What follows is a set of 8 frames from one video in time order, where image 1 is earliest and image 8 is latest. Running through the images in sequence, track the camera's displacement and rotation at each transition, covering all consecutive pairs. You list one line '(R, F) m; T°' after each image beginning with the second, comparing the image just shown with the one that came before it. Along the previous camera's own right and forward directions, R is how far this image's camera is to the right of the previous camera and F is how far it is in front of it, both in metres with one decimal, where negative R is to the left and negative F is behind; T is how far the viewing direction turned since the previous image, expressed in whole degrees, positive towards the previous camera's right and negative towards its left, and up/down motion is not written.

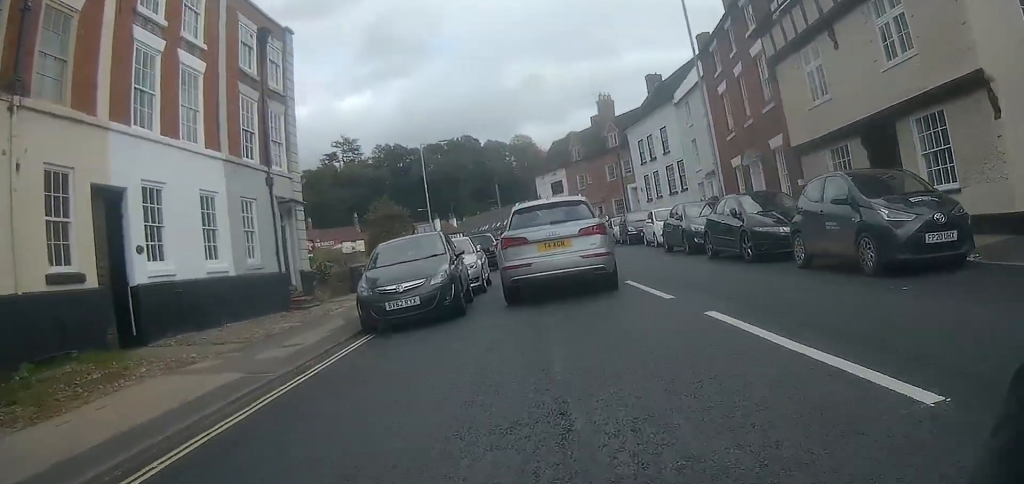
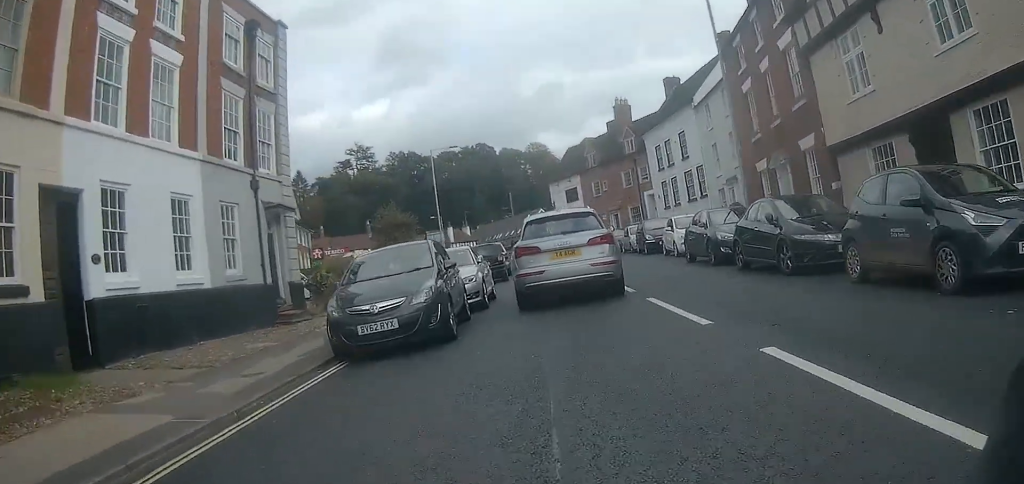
(0.0, +1.5) m; -3°
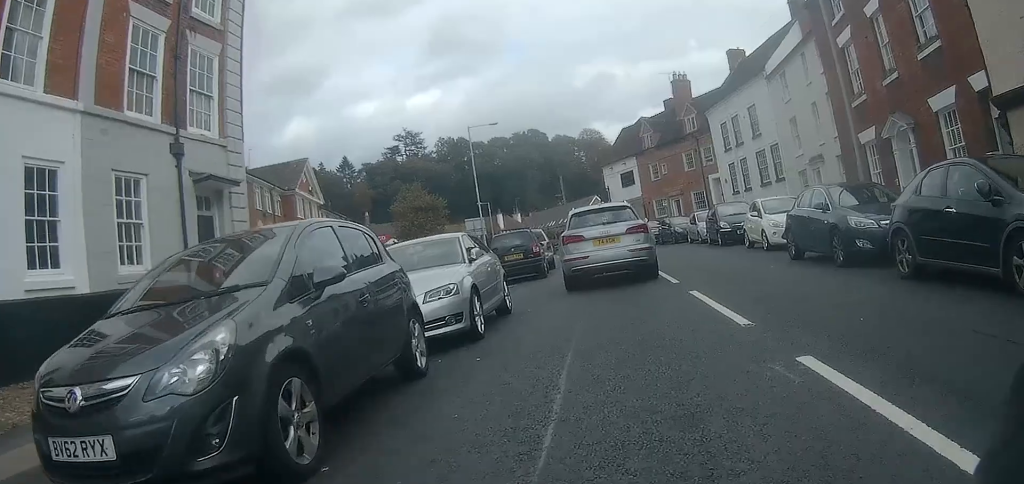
(-0.2, +5.2) m; -1°
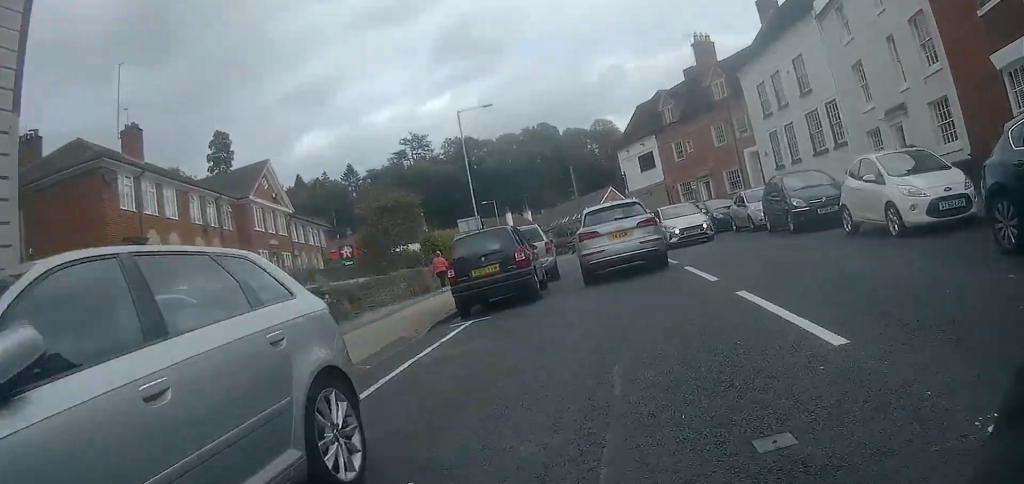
(+0.2, +7.1) m; +1°
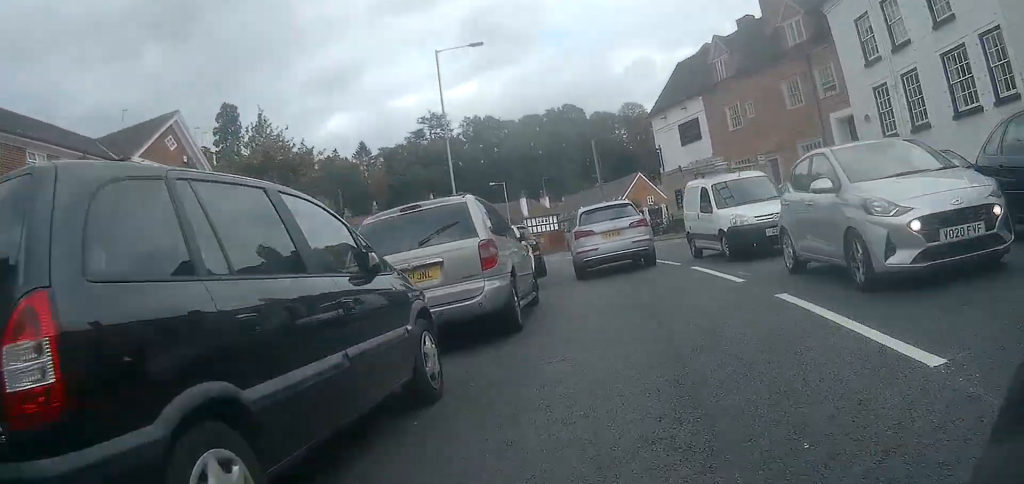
(-0.6, +10.9) m; -7°
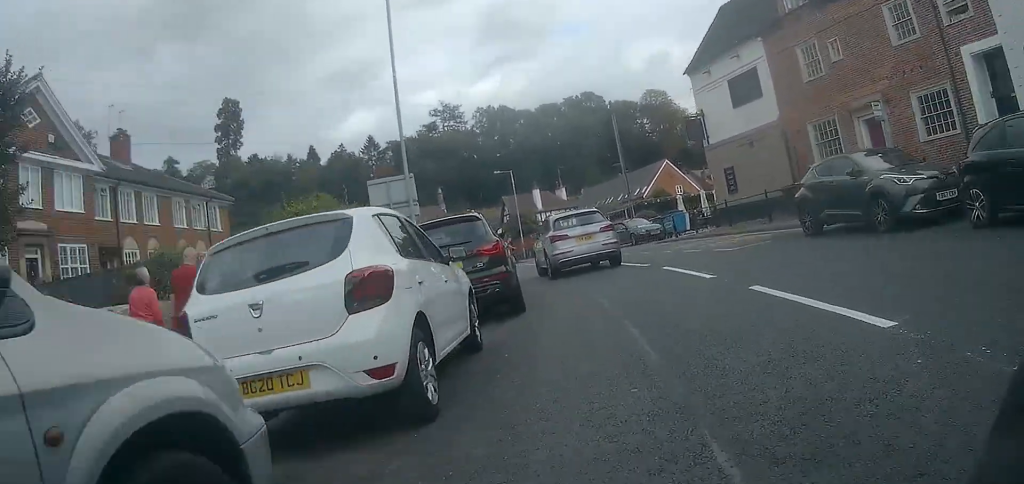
(-0.1, +9.1) m; -1°
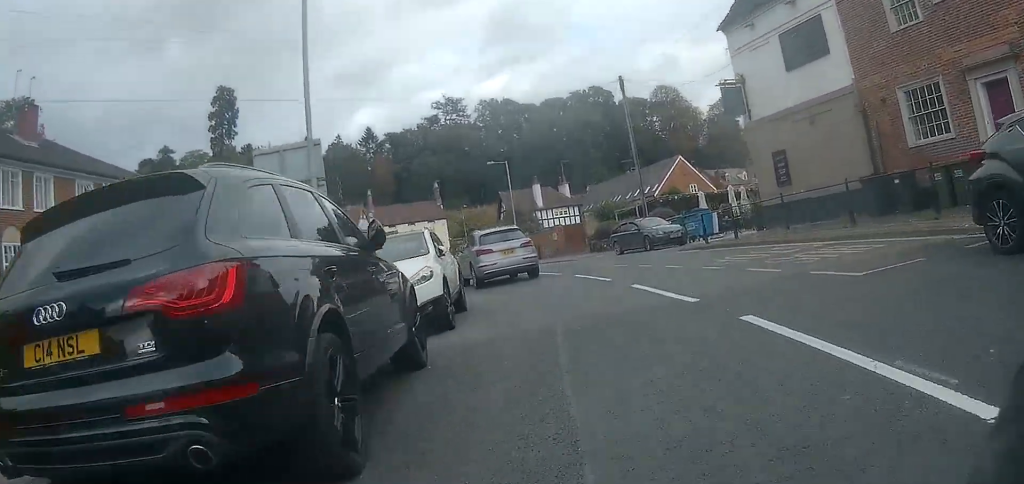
(0.0, +6.8) m; -2°
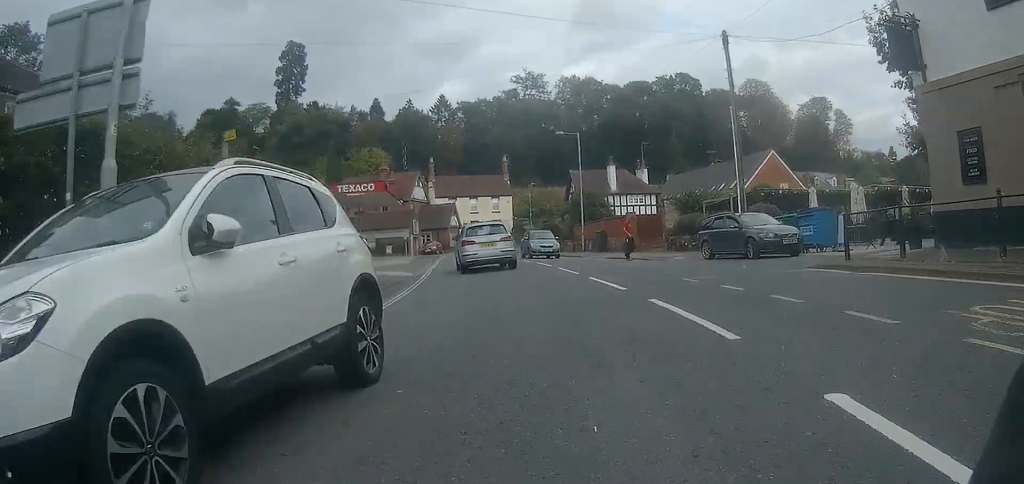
(-0.2, +7.4) m; -2°
